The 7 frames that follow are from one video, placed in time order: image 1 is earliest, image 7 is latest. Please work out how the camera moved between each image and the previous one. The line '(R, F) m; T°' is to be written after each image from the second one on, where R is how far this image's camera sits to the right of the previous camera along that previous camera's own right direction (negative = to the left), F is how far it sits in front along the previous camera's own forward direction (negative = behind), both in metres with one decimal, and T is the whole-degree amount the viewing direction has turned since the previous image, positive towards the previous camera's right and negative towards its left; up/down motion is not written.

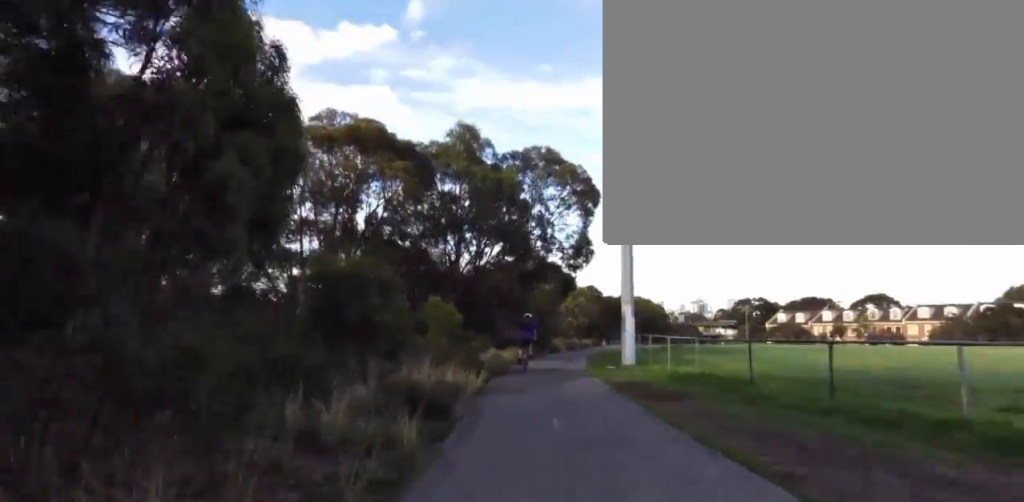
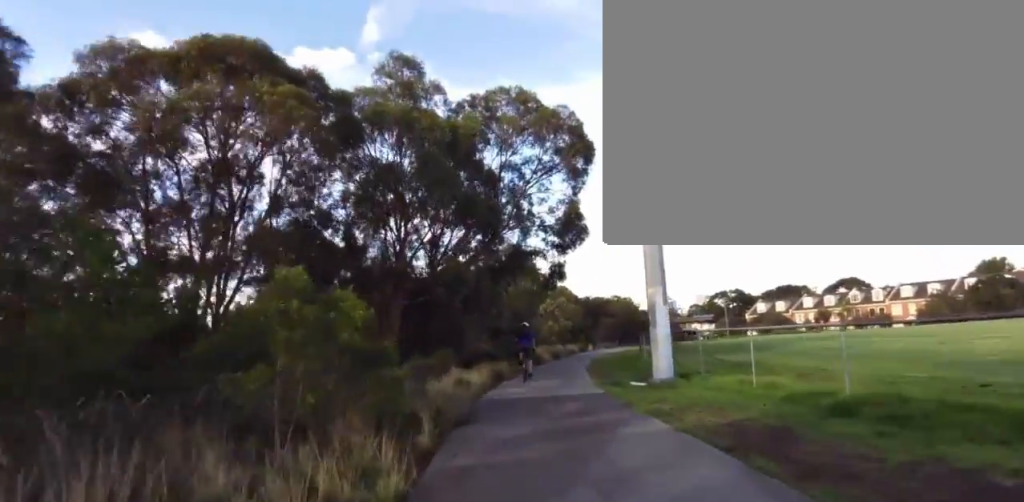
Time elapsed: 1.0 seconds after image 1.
(0.0, +7.9) m; 0°
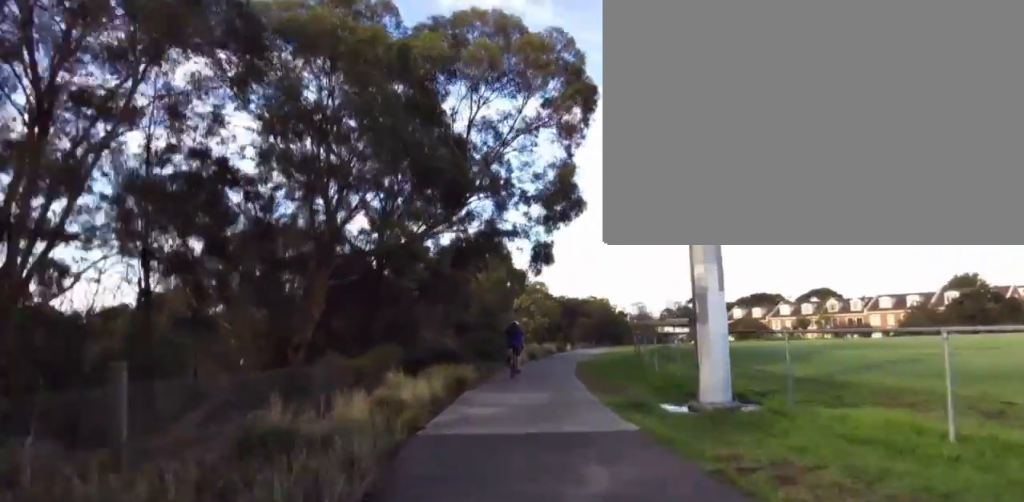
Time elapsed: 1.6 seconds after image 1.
(0.0, +5.5) m; +1°
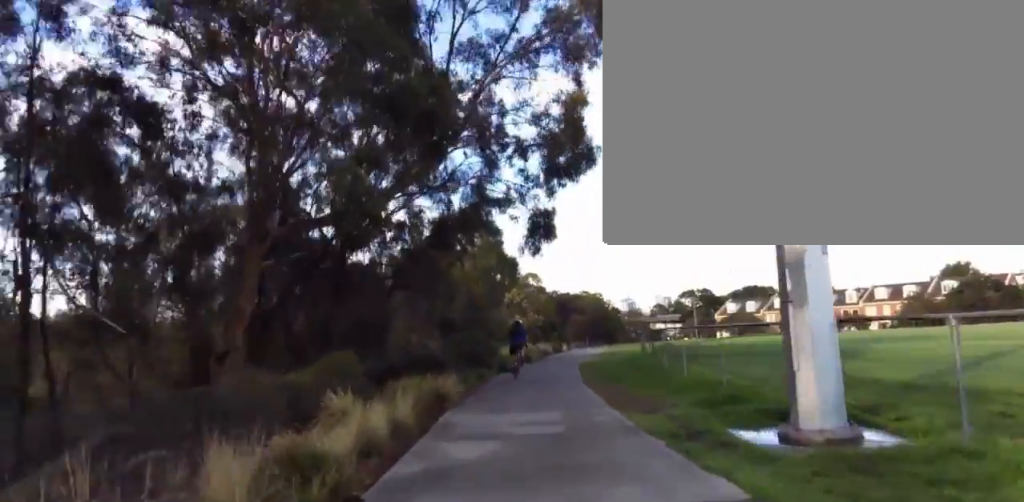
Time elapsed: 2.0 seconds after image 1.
(0.0, +3.3) m; +2°
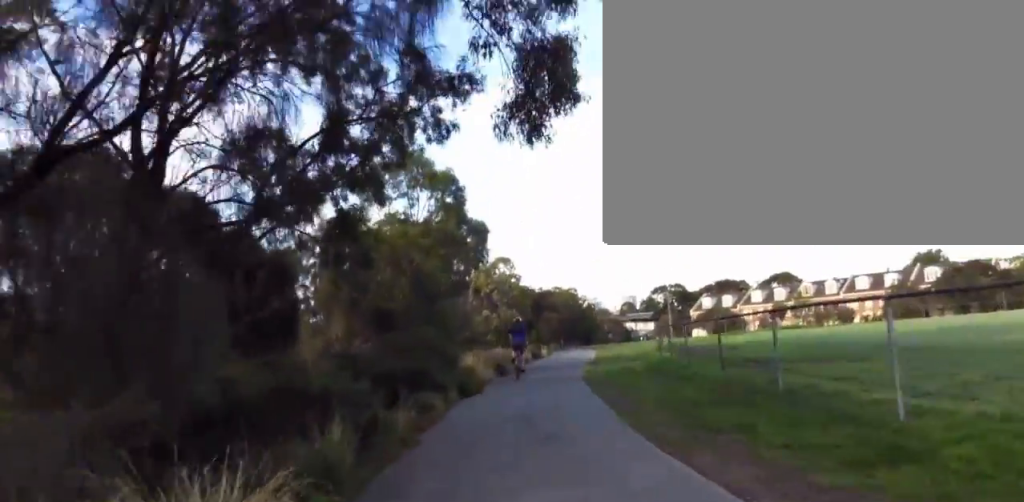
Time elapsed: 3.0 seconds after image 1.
(+0.3, +8.0) m; +4°
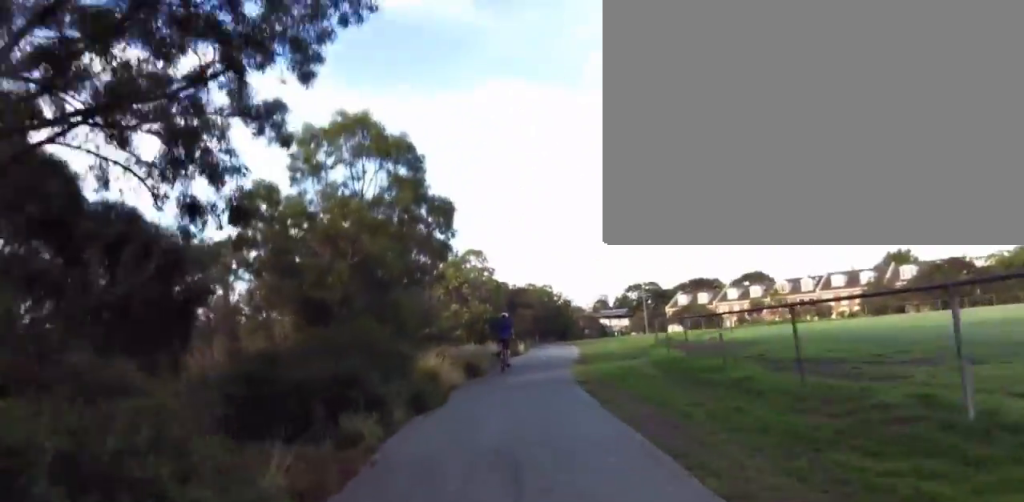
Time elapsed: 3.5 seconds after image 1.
(+0.3, +3.9) m; 0°
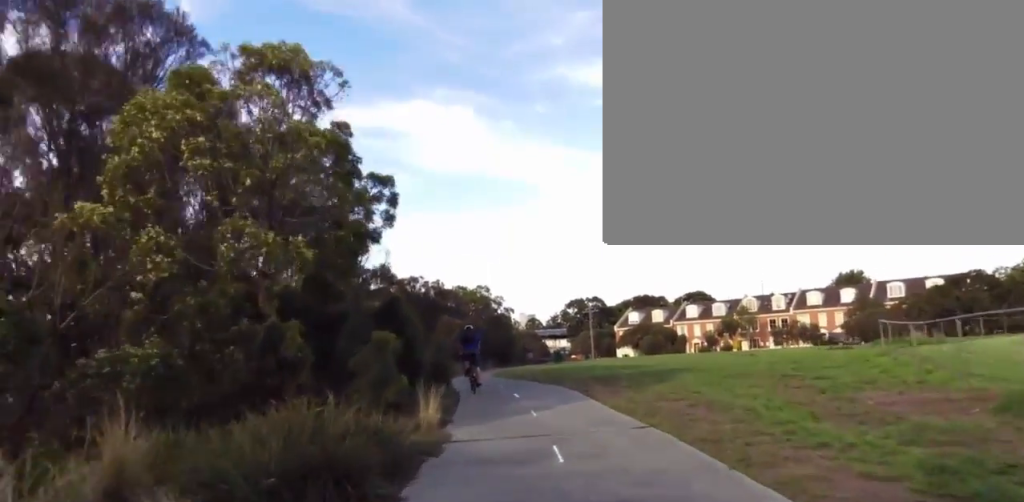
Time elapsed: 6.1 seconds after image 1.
(+2.7, +21.1) m; +11°
